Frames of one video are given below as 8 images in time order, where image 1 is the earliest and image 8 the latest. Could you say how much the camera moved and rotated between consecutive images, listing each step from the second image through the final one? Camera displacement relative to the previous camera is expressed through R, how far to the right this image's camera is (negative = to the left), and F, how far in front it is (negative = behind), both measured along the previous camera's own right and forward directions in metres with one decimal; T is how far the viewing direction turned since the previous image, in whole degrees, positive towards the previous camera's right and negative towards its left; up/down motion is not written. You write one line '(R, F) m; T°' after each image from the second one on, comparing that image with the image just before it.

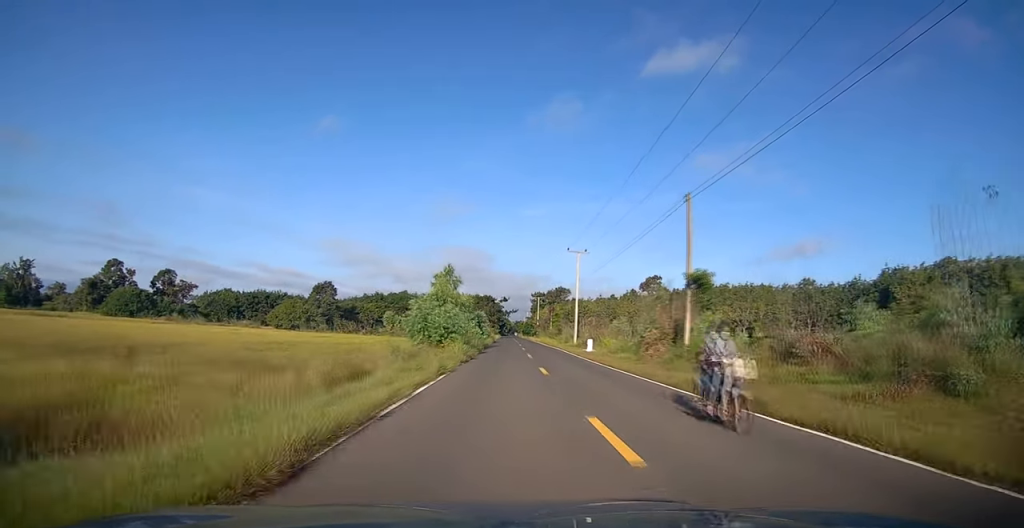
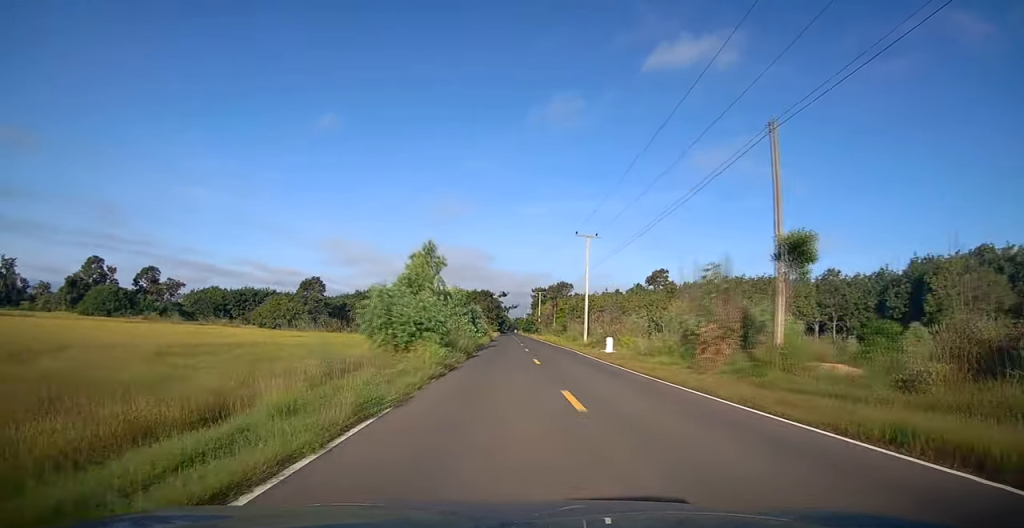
(+0.1, +8.6) m; 0°
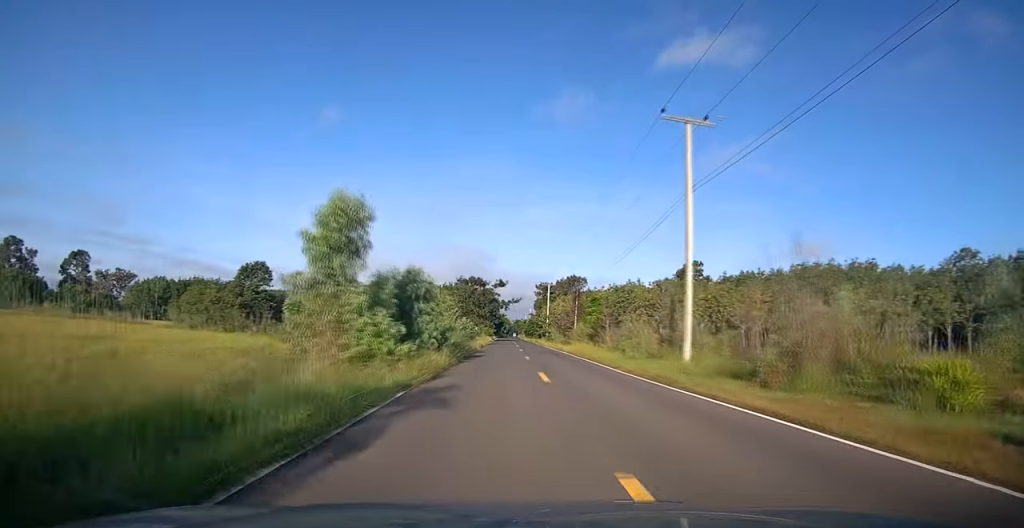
(+0.5, +31.1) m; 0°
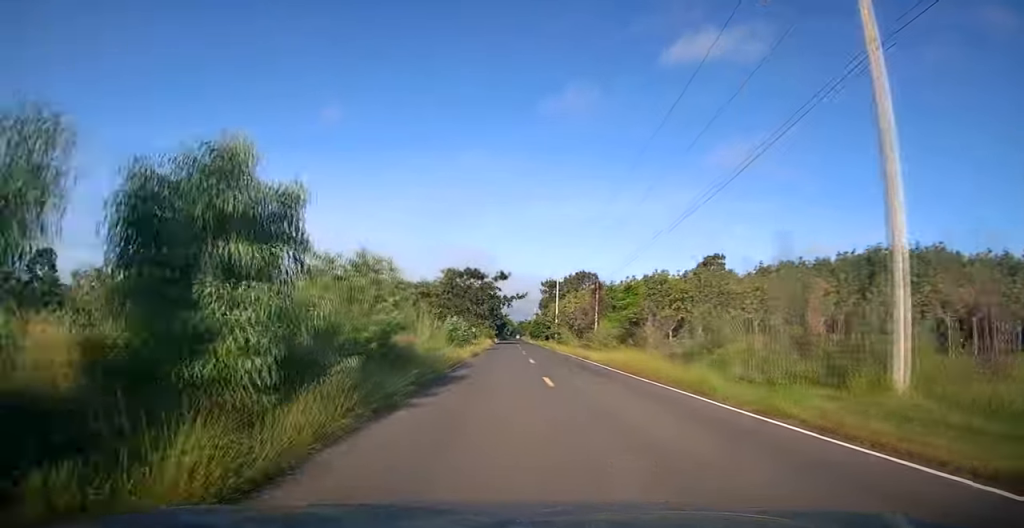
(-0.3, +13.0) m; -1°
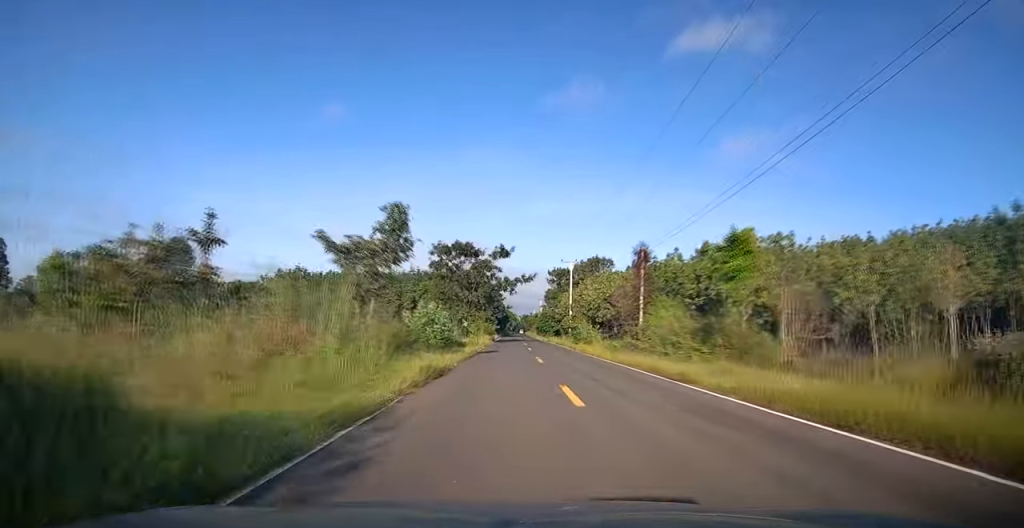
(+0.1, +16.3) m; +1°
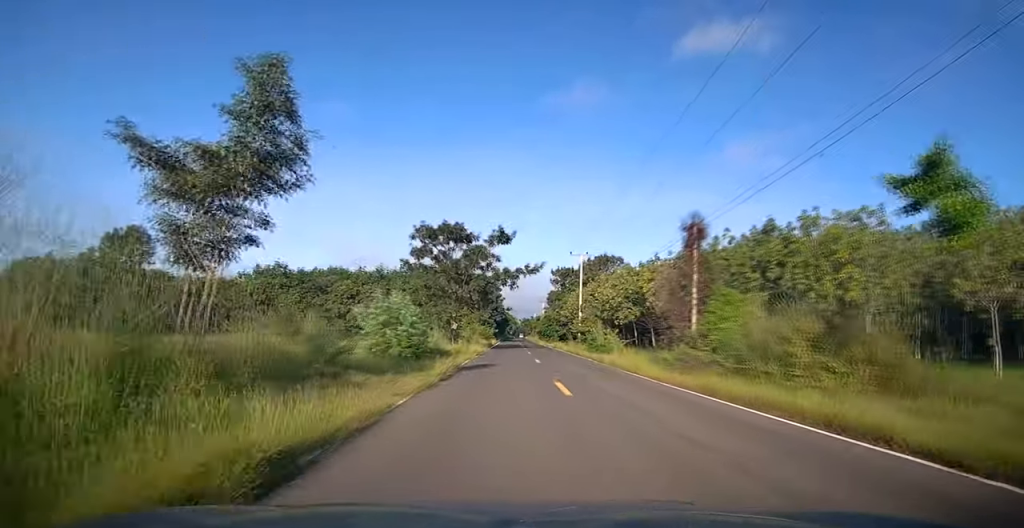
(+0.1, +9.8) m; 0°
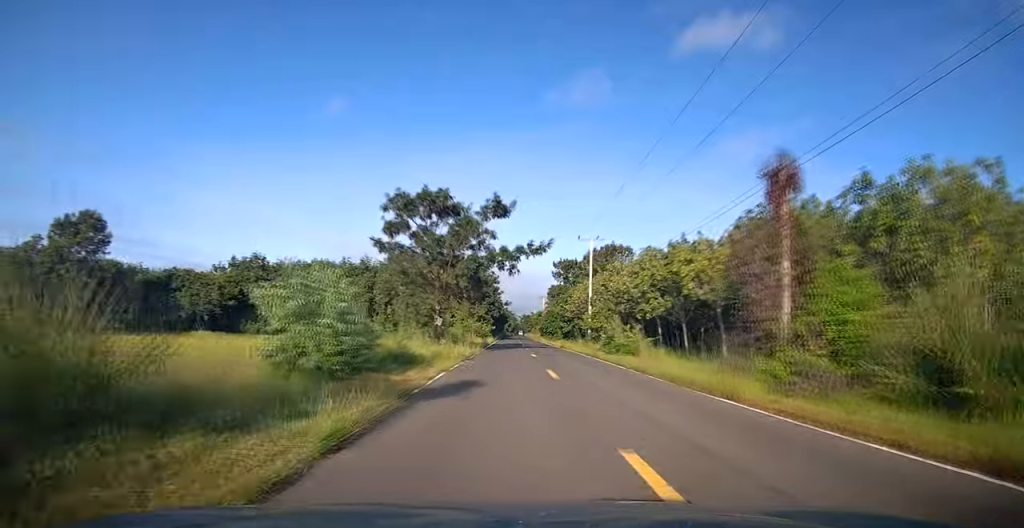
(-0.1, +8.5) m; 0°
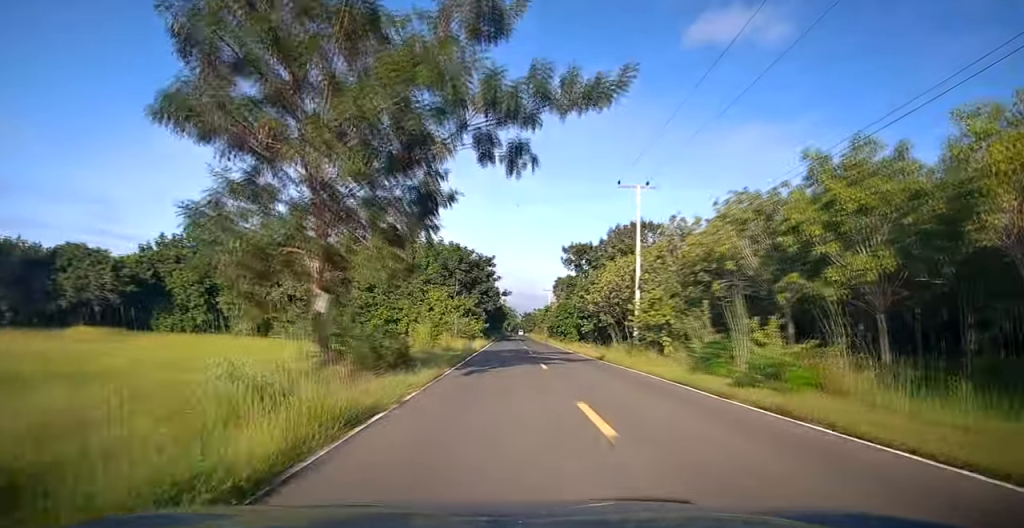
(+0.1, +20.3) m; 0°
